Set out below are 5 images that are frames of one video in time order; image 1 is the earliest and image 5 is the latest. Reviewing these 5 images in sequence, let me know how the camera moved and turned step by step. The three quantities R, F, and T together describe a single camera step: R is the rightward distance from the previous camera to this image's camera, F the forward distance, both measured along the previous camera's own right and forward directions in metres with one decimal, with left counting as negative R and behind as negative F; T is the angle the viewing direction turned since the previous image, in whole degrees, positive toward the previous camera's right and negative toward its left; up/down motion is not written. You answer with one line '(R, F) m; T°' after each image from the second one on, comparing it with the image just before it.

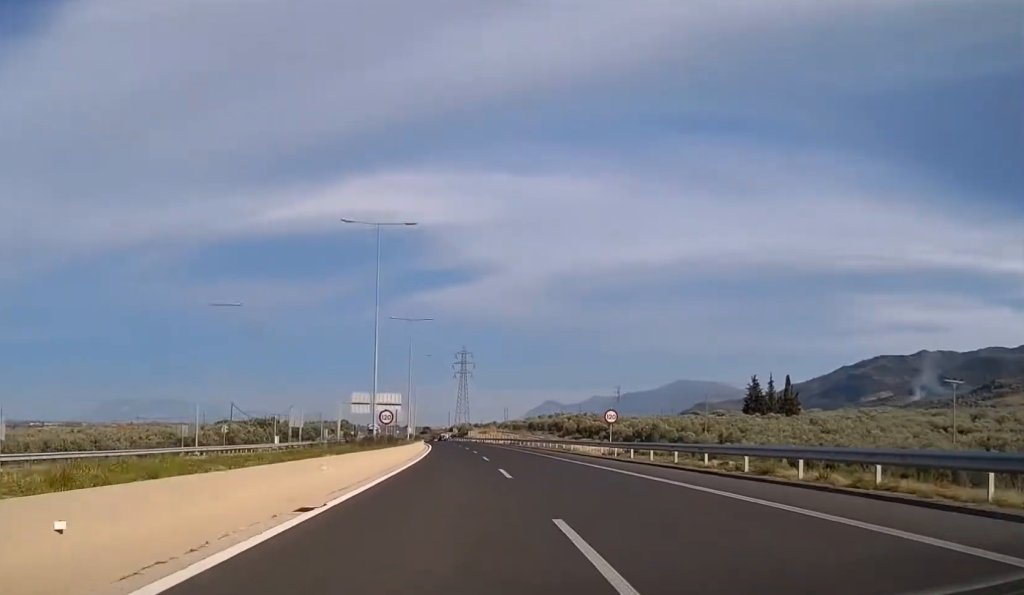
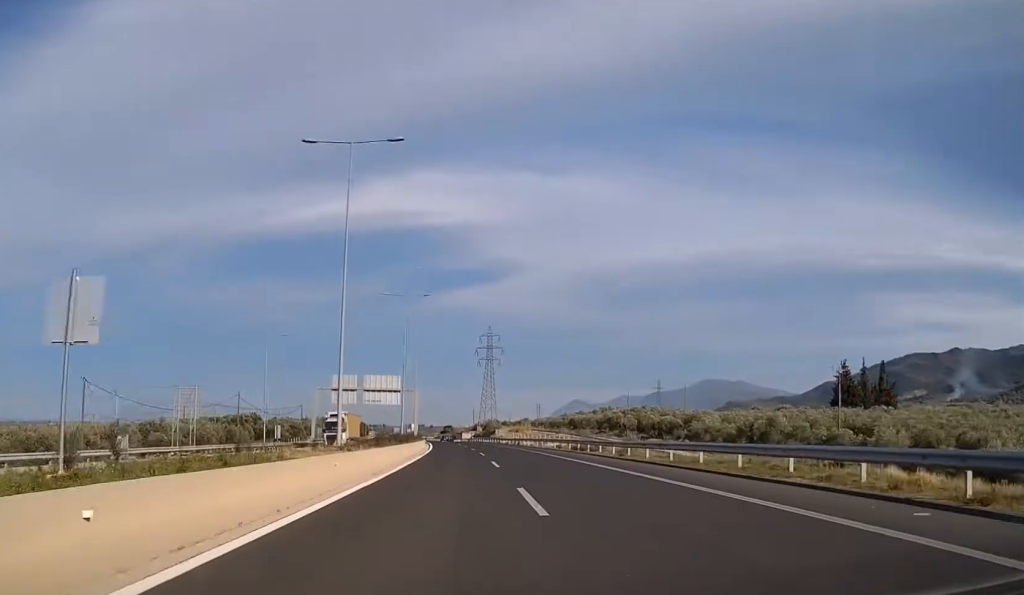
(-0.5, +46.9) m; -2°
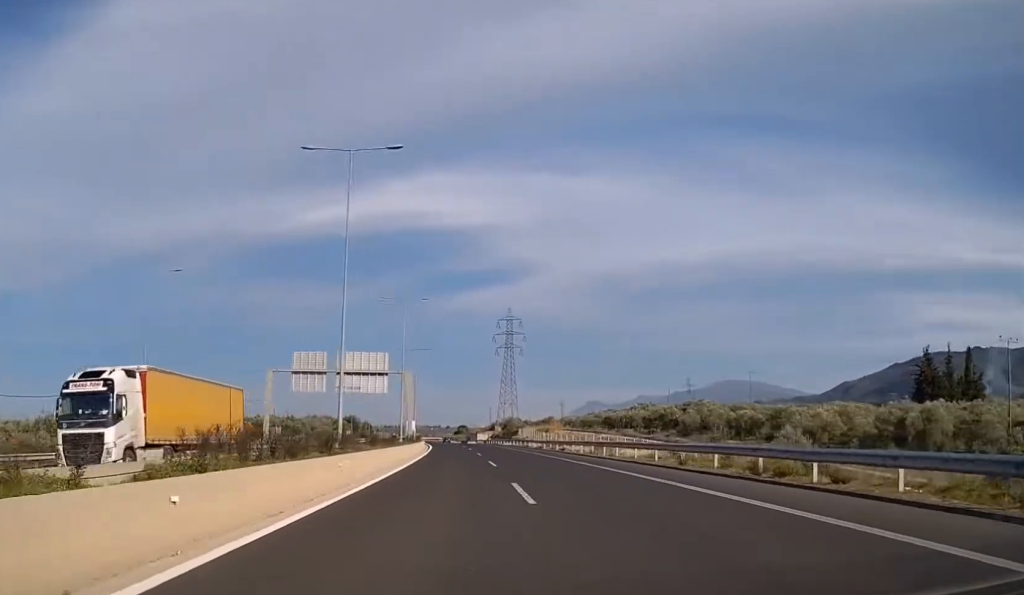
(-0.6, +34.9) m; -2°
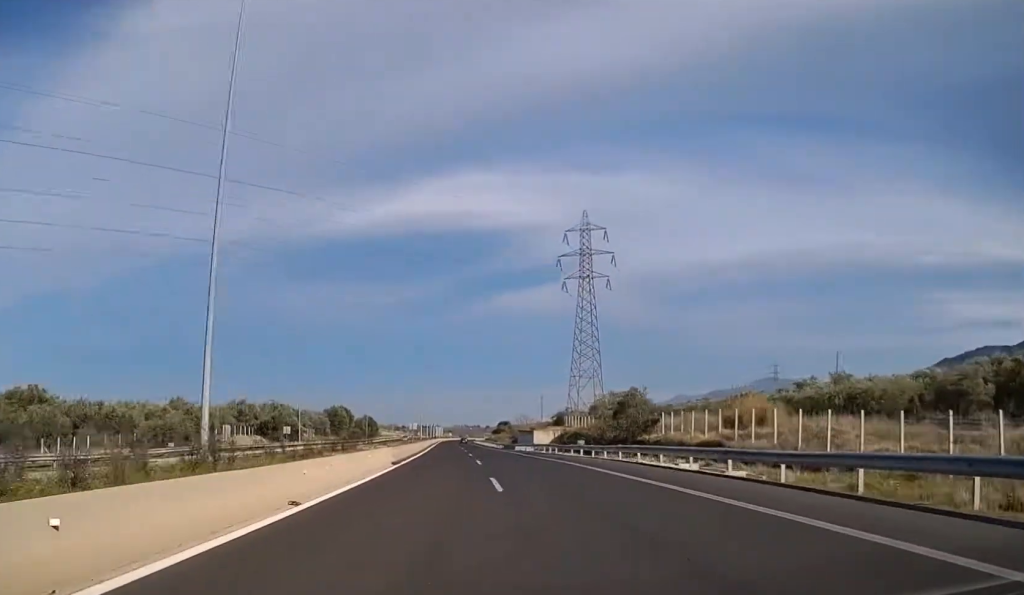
(-2.2, +86.2) m; -3°
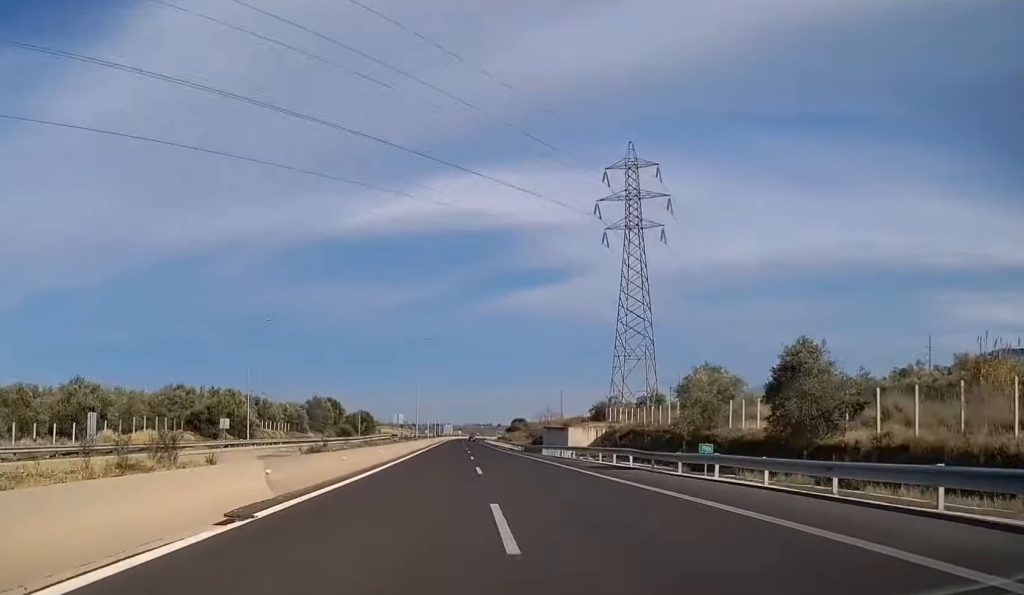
(-0.3, +27.4) m; -1°
